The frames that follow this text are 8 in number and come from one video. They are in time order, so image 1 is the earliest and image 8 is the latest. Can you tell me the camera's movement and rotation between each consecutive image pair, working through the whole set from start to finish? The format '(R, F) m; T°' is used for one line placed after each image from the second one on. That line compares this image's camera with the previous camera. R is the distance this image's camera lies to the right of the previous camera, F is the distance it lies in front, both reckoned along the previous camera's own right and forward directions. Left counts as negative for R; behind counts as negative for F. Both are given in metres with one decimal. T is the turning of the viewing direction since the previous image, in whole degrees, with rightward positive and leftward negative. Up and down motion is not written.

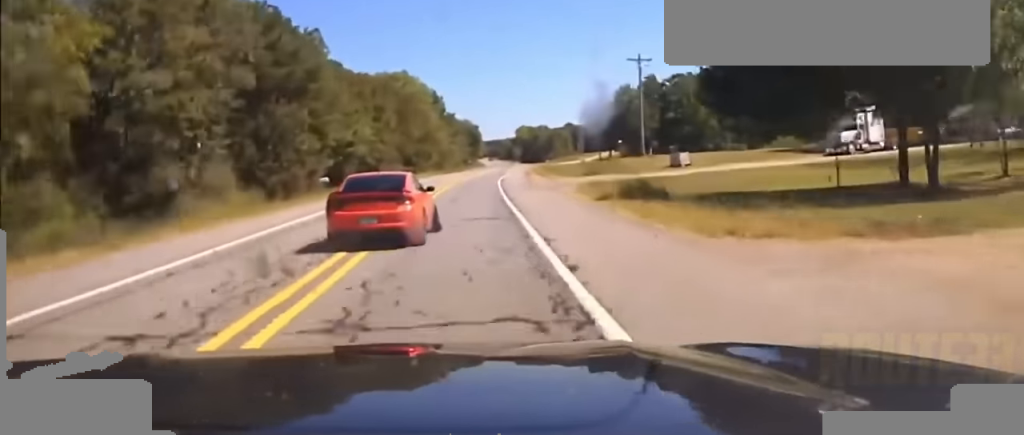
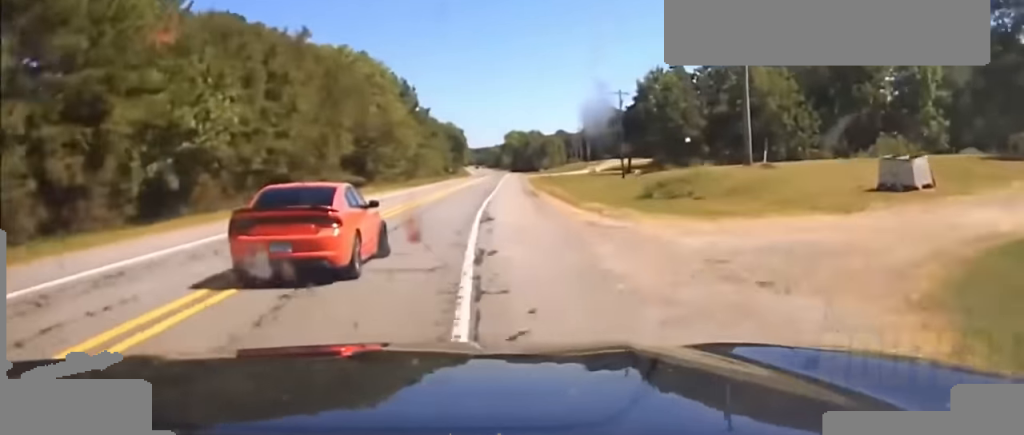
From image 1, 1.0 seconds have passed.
(0.0, +44.1) m; 0°
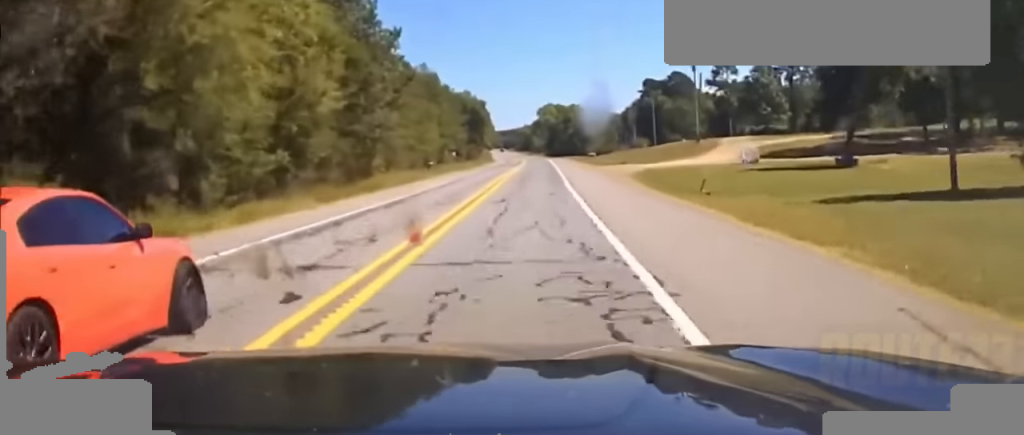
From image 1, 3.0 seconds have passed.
(-1.2, +66.3) m; -2°
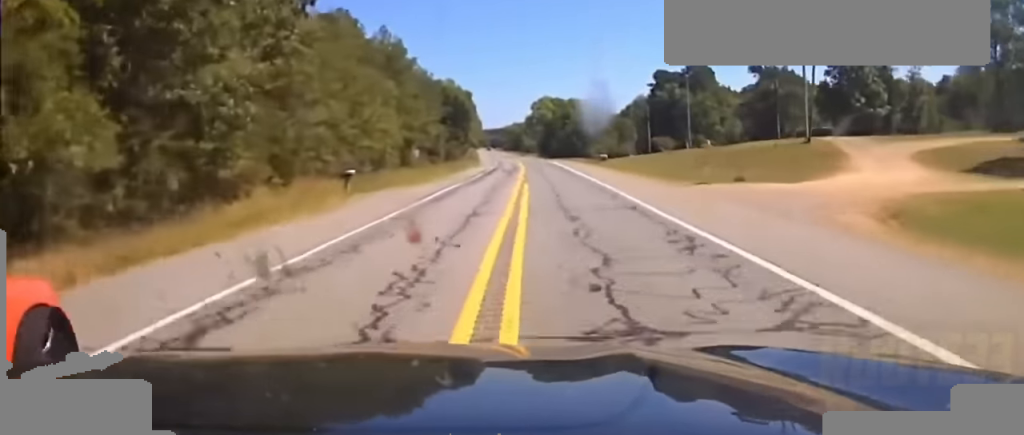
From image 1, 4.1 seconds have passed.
(0.0, +31.3) m; 0°
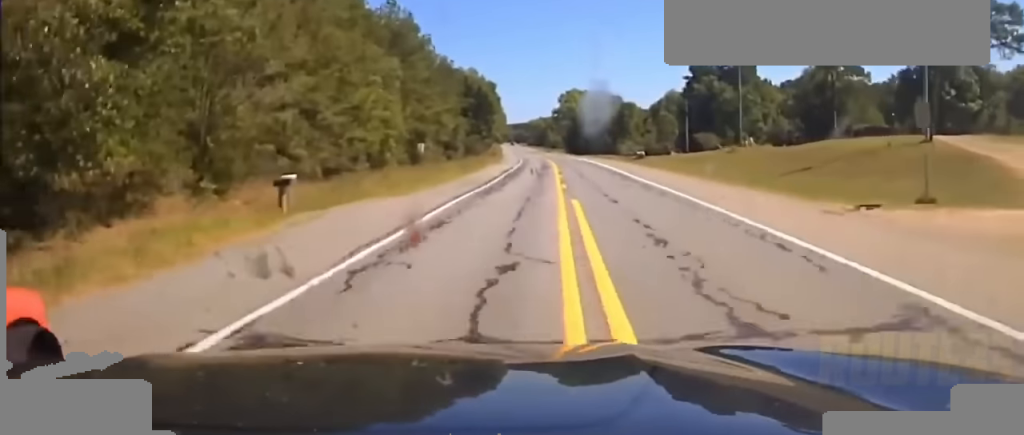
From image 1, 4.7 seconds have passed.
(0.0, +13.5) m; 0°
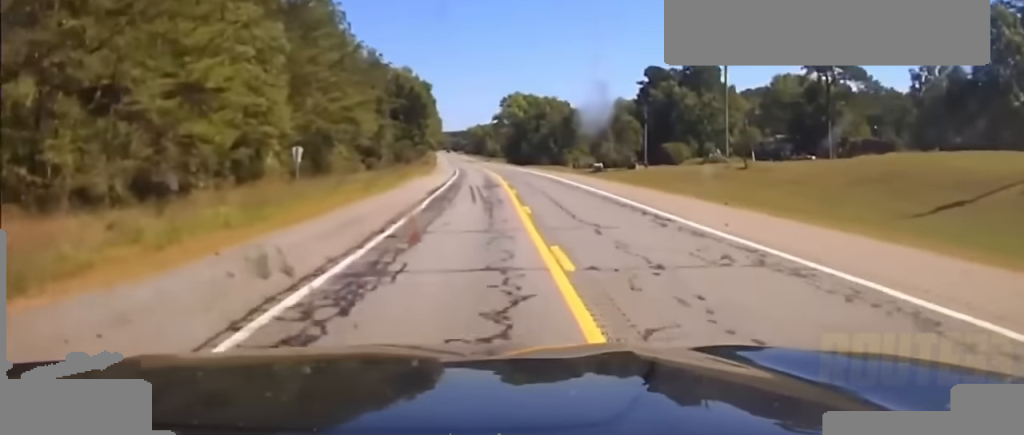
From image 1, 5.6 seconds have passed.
(0.0, +20.8) m; +1°
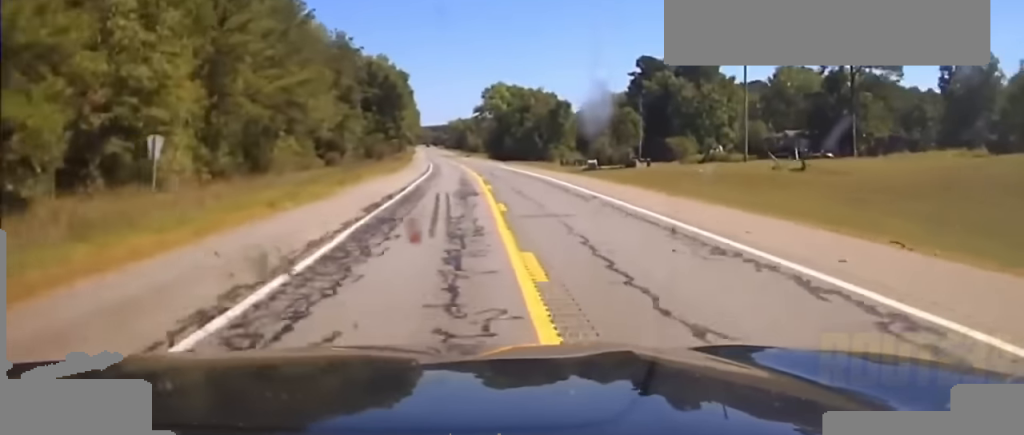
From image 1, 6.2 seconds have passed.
(+0.4, +12.5) m; +3°
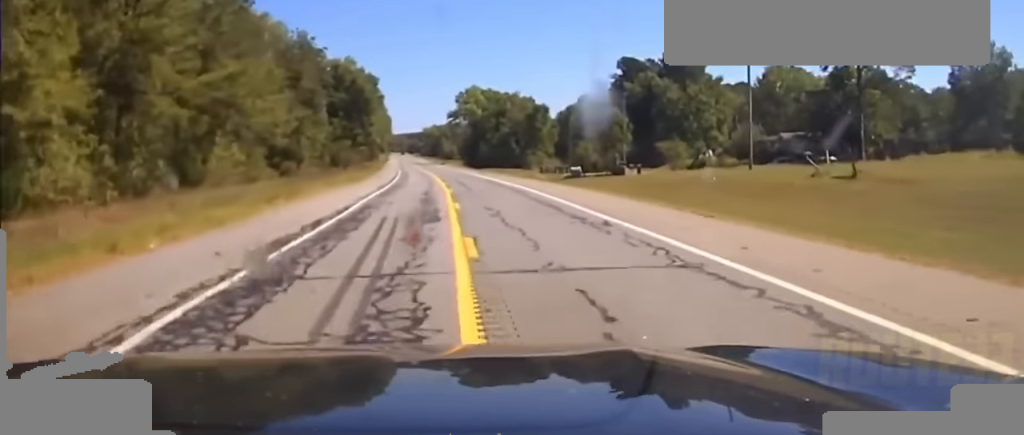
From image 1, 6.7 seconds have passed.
(0.0, +8.0) m; +1°
